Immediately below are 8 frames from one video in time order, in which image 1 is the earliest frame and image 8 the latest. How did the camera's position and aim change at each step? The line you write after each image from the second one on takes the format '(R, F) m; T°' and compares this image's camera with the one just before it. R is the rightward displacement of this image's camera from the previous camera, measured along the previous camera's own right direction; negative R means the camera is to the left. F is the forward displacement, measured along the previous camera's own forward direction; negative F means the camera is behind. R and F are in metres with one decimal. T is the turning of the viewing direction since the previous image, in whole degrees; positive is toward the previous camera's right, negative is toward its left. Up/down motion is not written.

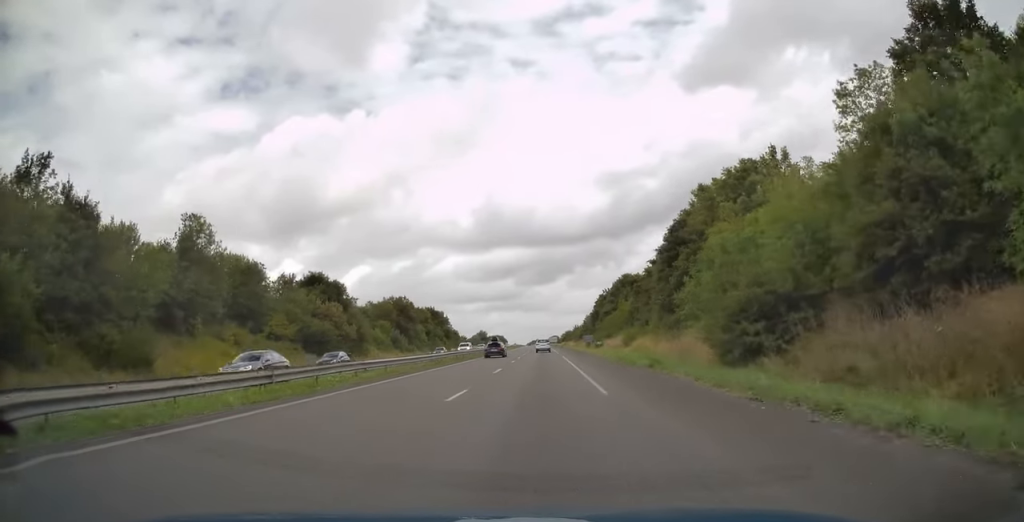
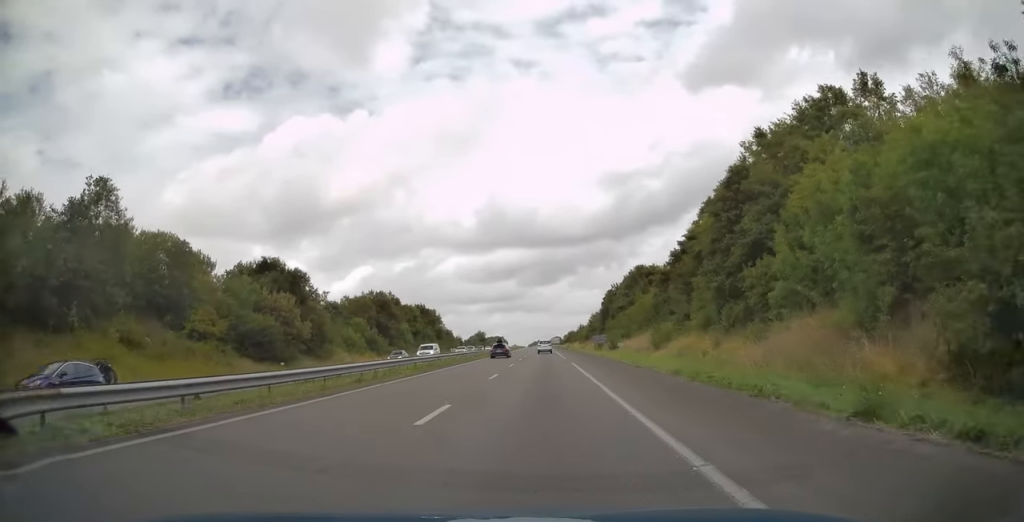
(0.0, +16.7) m; 0°
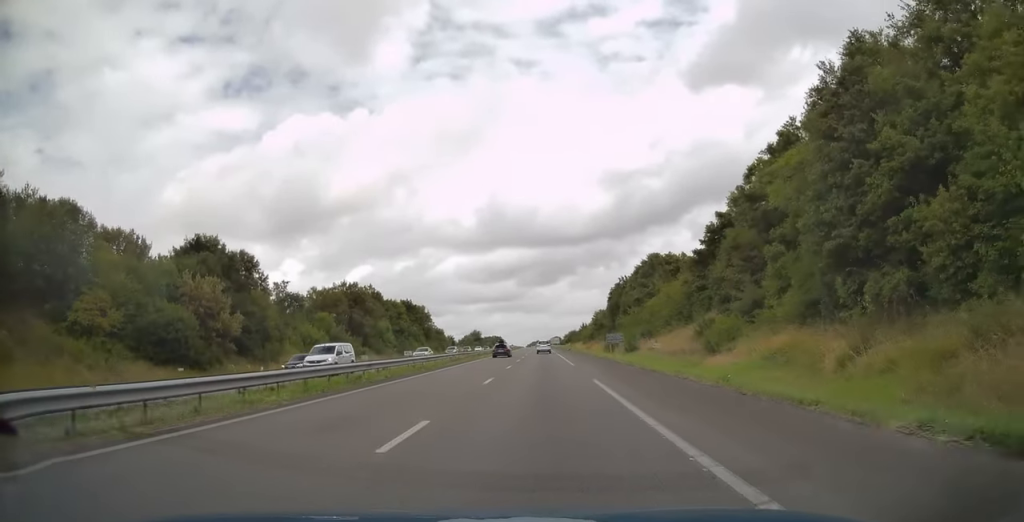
(0.0, +15.6) m; 0°
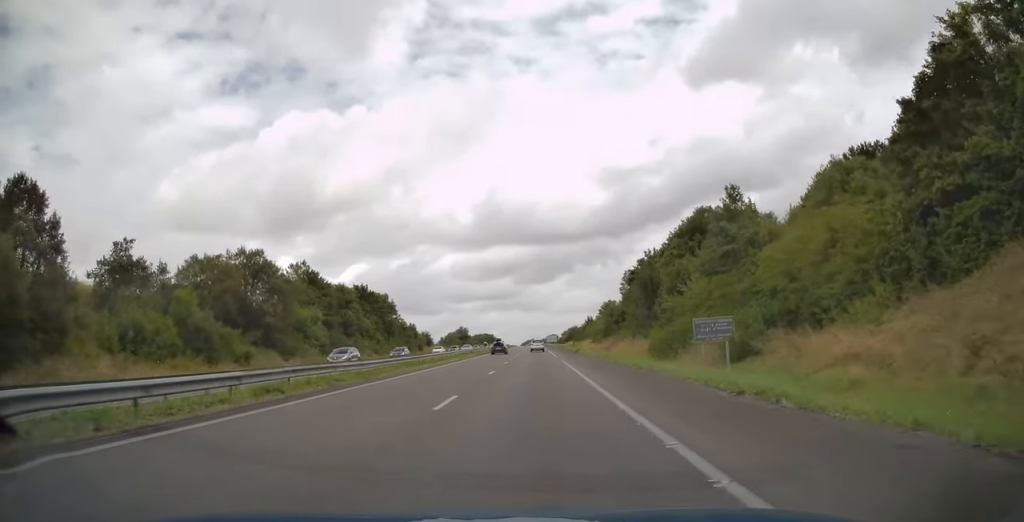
(0.0, +33.8) m; 0°
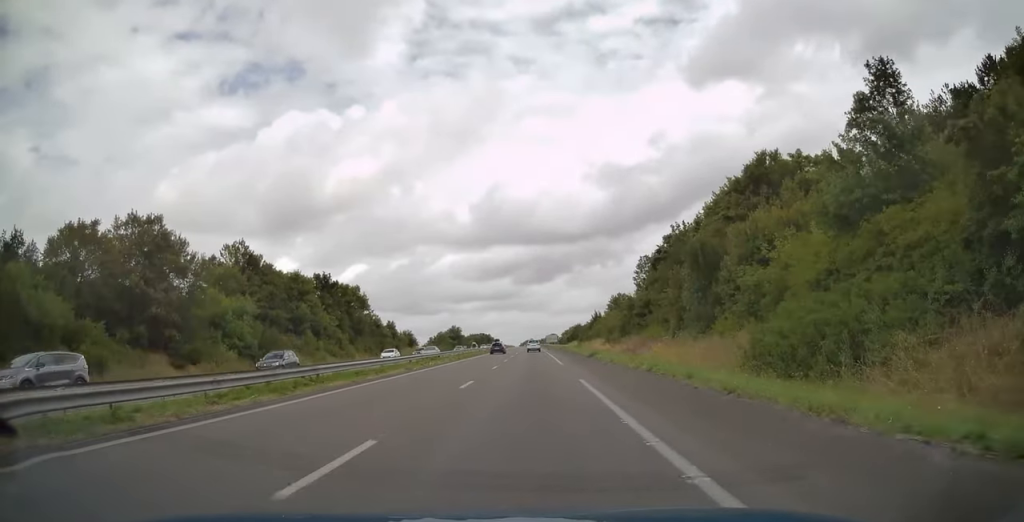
(0.0, +19.9) m; 0°
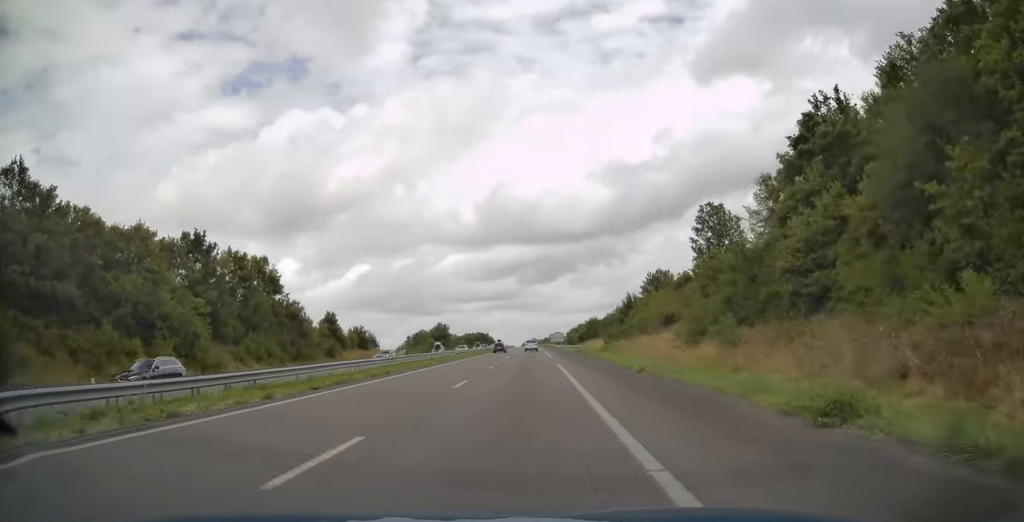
(0.0, +38.1) m; 0°
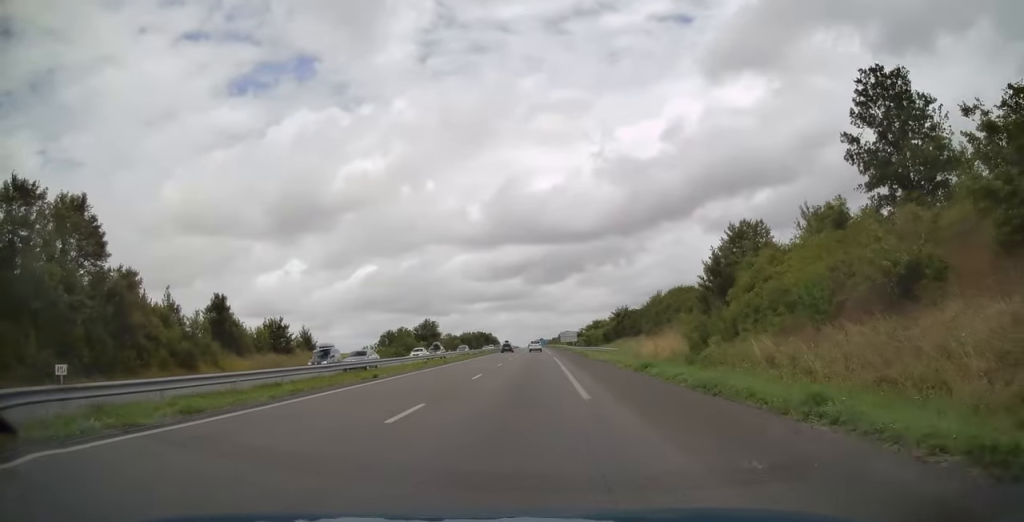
(-0.1, +33.8) m; 0°
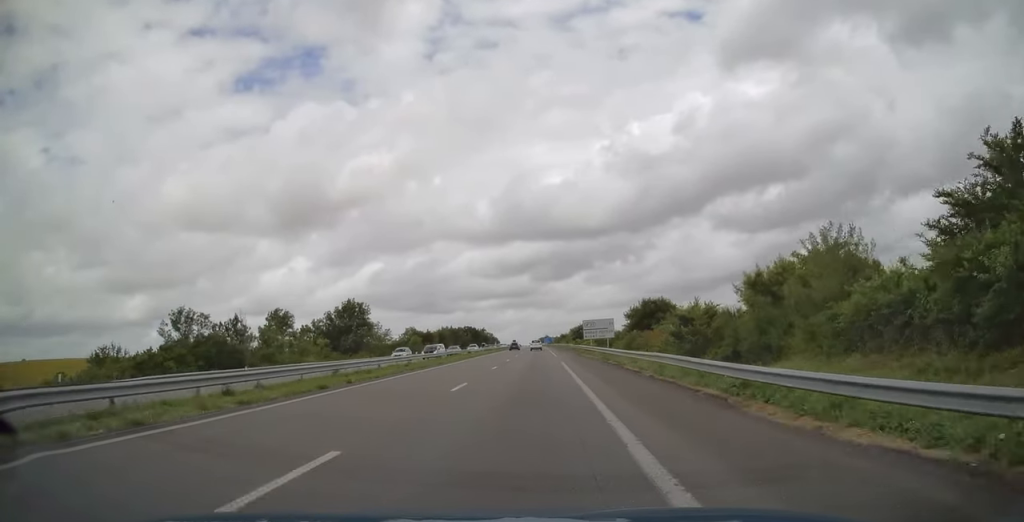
(-0.4, +70.2) m; -1°
